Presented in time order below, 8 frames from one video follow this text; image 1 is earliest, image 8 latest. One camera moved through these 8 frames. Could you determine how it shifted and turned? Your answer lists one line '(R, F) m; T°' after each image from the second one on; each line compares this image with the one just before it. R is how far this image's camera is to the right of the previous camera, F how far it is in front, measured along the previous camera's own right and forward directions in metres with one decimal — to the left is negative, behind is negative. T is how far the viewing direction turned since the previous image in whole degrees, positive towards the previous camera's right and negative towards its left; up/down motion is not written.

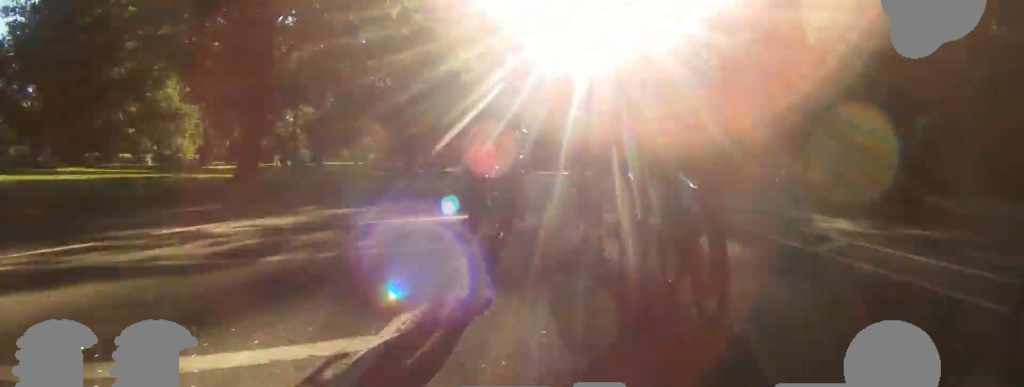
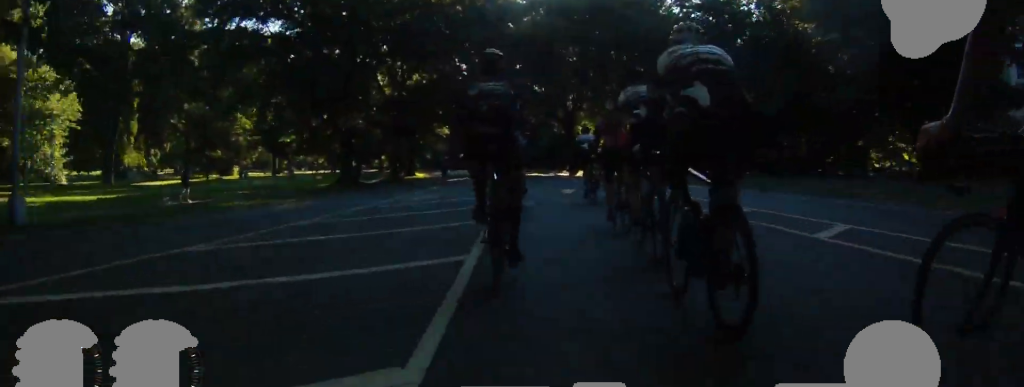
(-0.7, +13.9) m; -3°
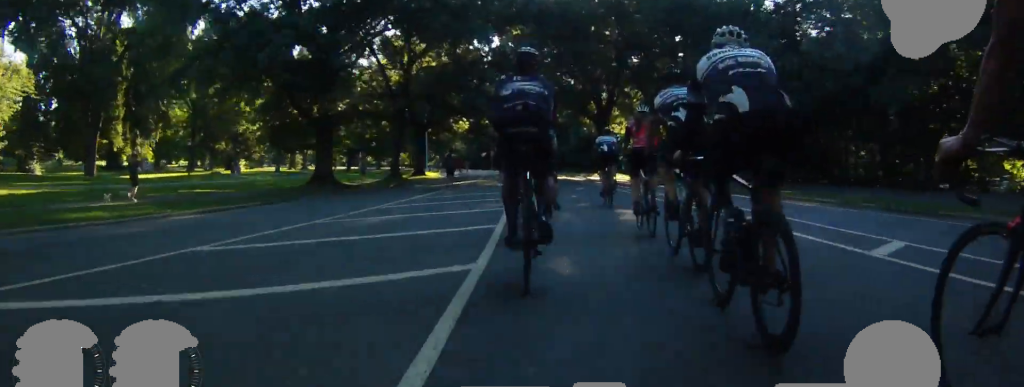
(+0.3, +7.5) m; 0°
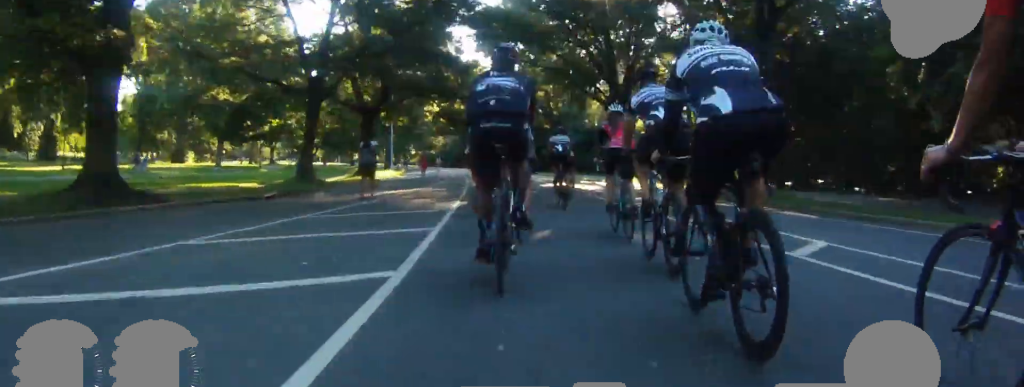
(-0.6, +14.7) m; -2°
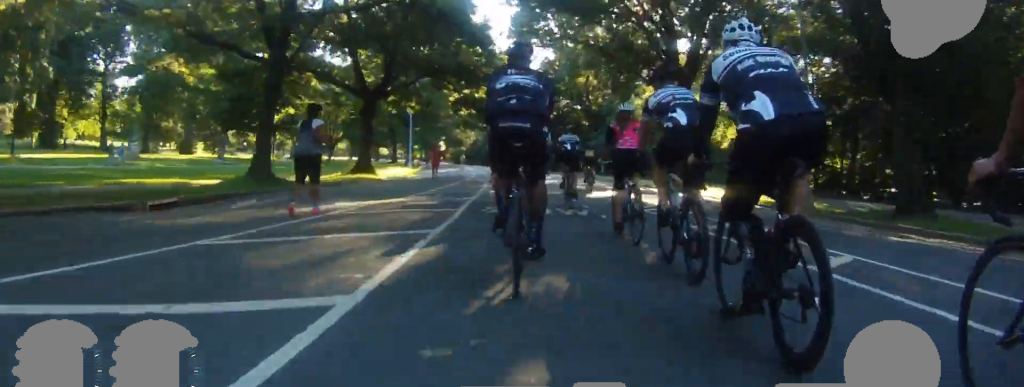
(0.0, +7.8) m; 0°
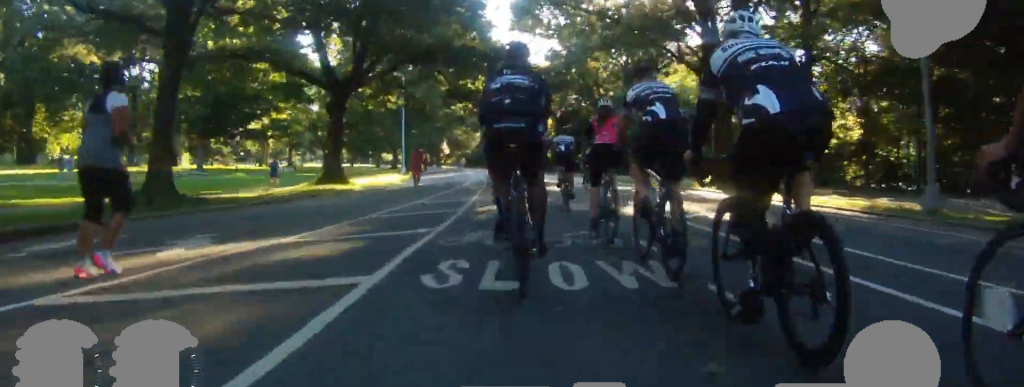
(0.0, +6.2) m; 0°
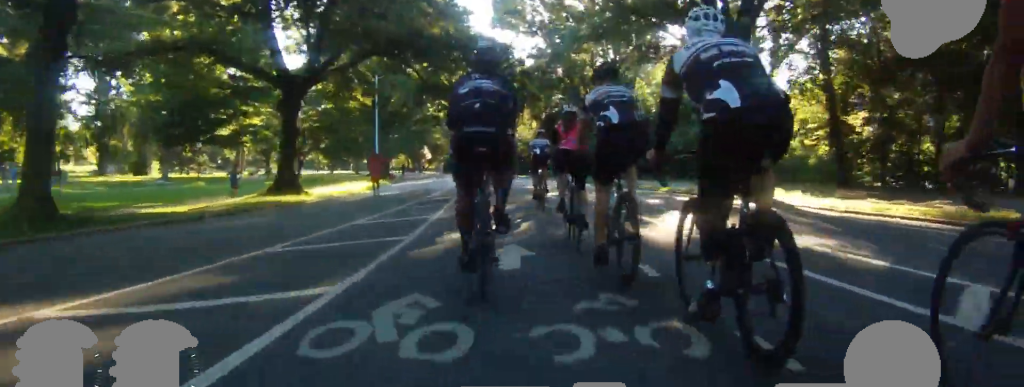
(0.0, +3.8) m; 0°
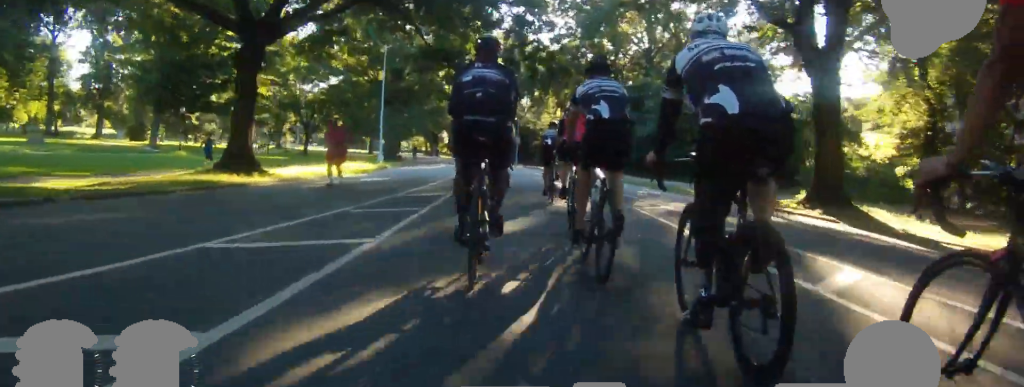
(0.0, +5.6) m; 0°
